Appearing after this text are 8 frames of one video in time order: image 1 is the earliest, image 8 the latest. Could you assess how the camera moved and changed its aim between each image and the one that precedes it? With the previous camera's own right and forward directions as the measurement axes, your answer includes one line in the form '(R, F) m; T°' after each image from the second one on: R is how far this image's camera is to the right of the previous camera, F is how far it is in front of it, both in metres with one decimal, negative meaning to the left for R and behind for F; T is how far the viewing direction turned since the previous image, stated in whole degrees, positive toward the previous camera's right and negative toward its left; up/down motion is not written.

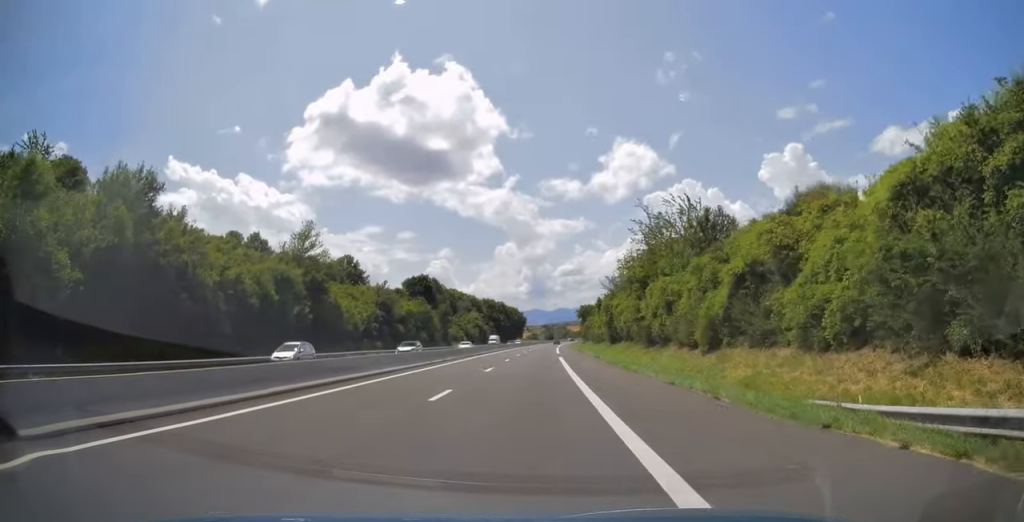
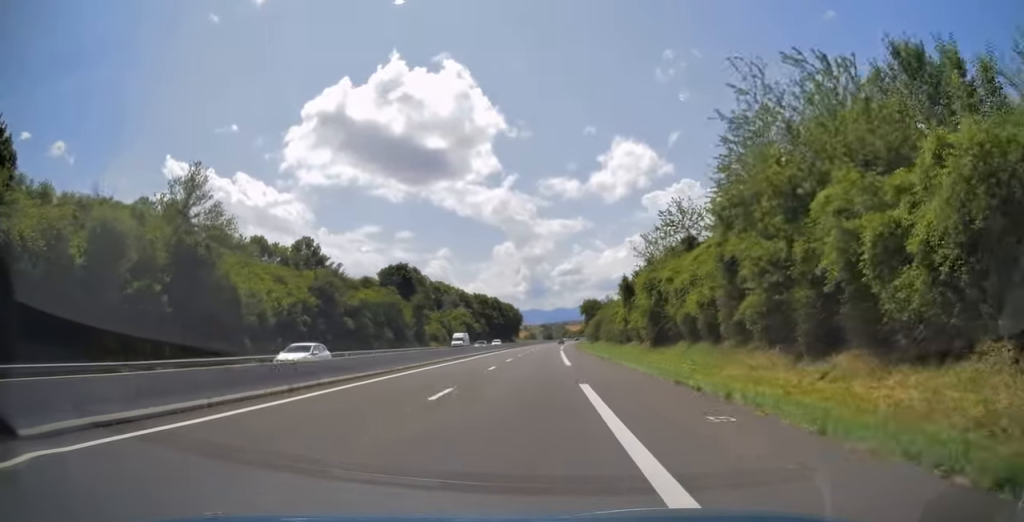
(-0.1, +25.8) m; +1°
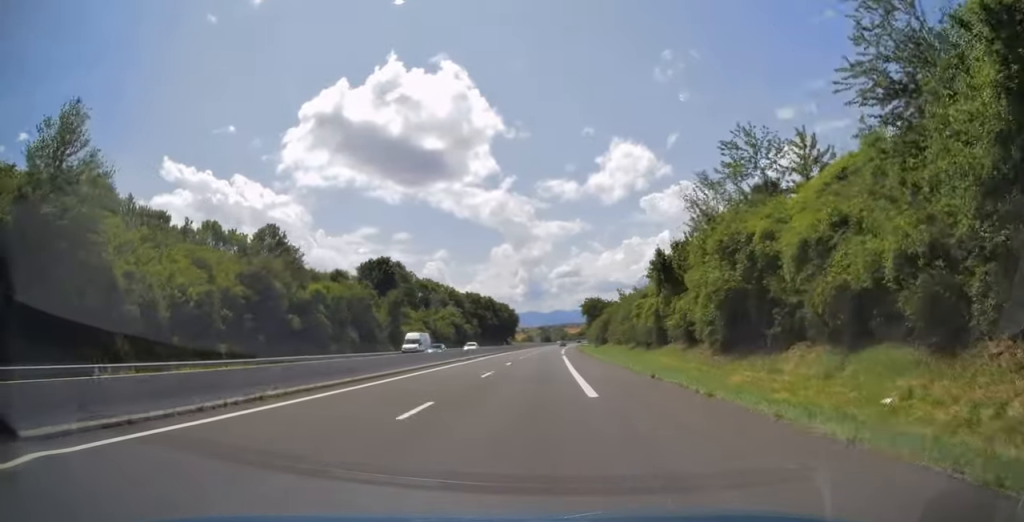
(+0.2, +16.1) m; 0°
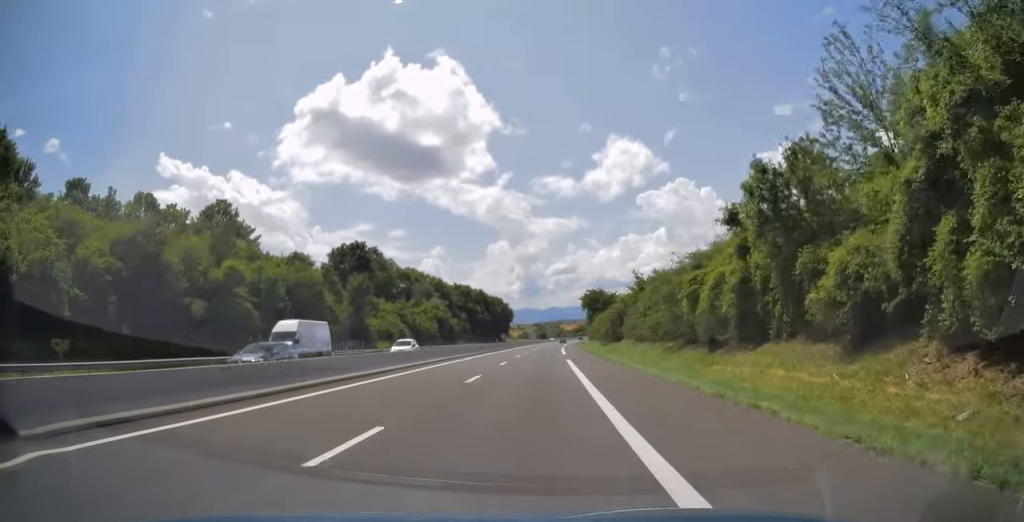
(+0.1, +17.2) m; 0°
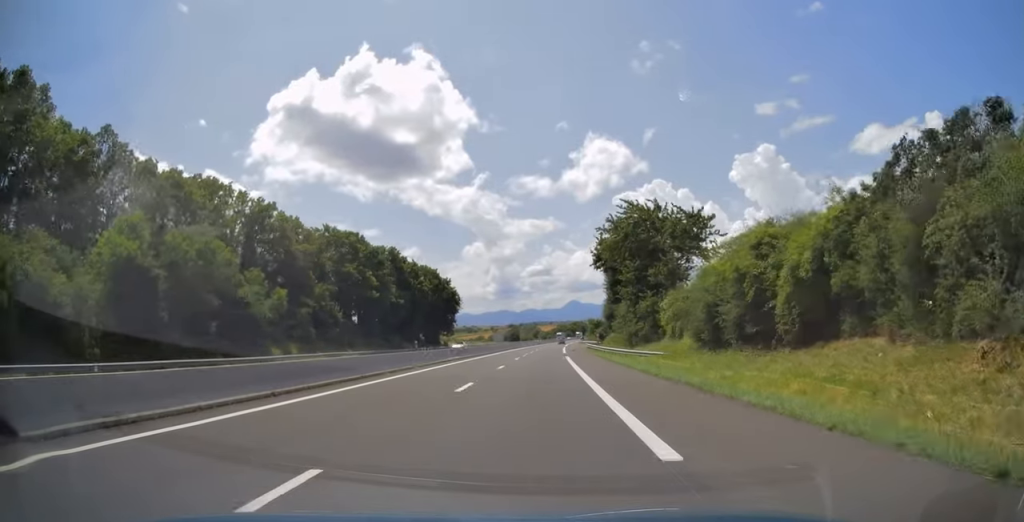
(+1.0, +93.6) m; +2°
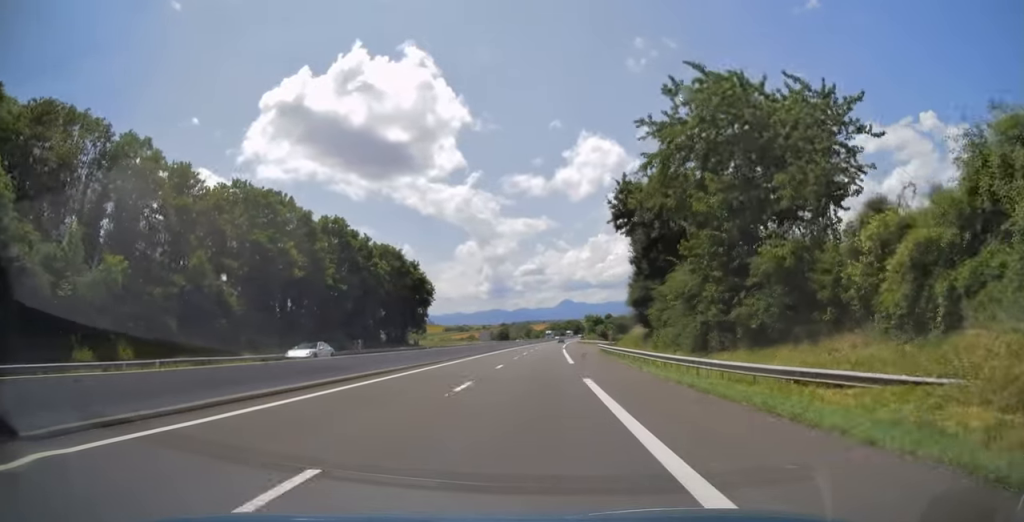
(0.0, +25.8) m; +1°
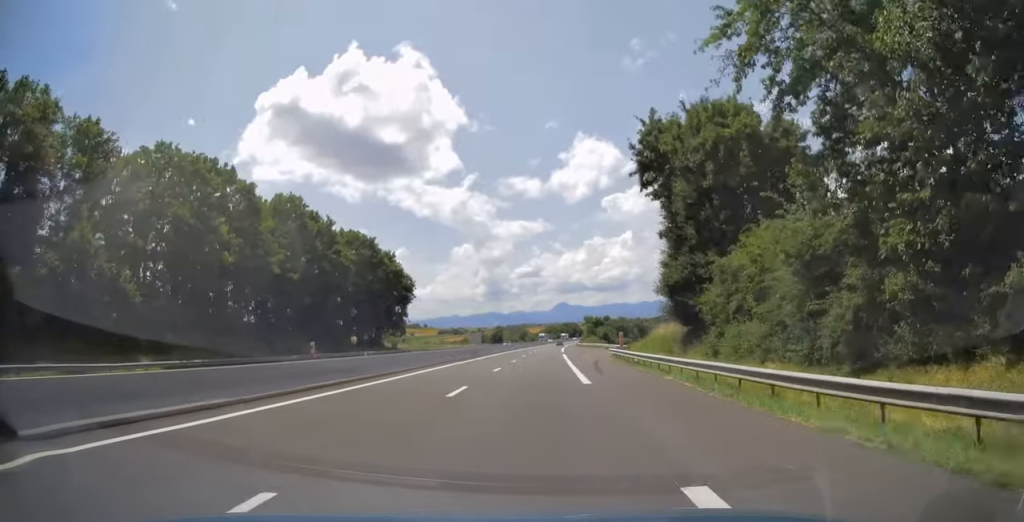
(0.0, +14.0) m; 0°
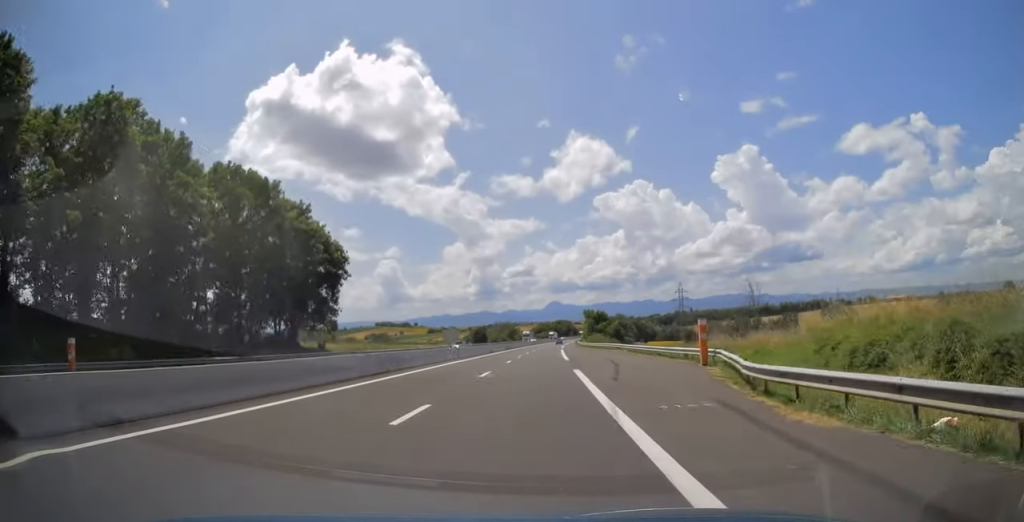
(+0.4, +31.2) m; +1°
